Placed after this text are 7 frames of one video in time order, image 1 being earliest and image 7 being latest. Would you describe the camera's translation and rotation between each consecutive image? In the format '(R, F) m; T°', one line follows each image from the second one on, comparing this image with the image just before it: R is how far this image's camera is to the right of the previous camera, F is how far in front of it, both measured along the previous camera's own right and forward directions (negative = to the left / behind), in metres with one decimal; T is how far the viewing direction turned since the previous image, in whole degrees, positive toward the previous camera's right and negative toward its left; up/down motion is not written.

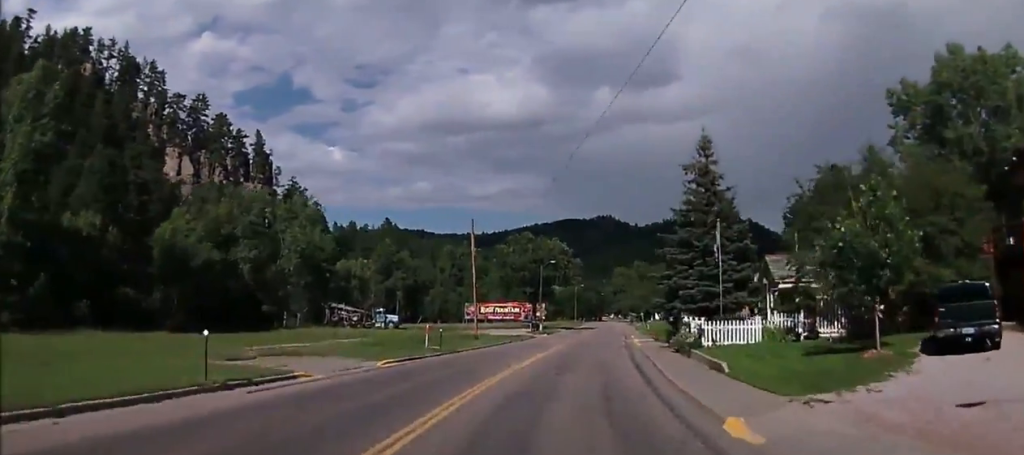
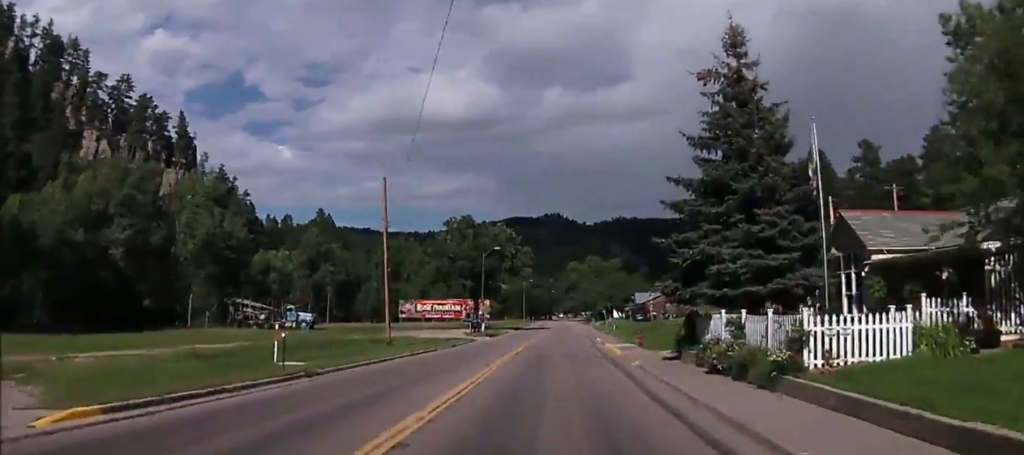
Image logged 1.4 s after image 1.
(+1.0, +16.1) m; +5°
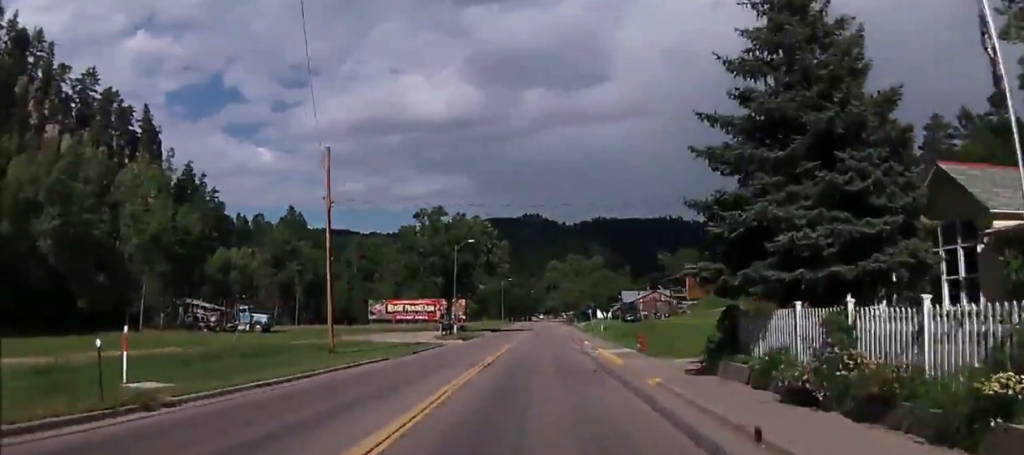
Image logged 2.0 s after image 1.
(+0.1, +7.4) m; +1°
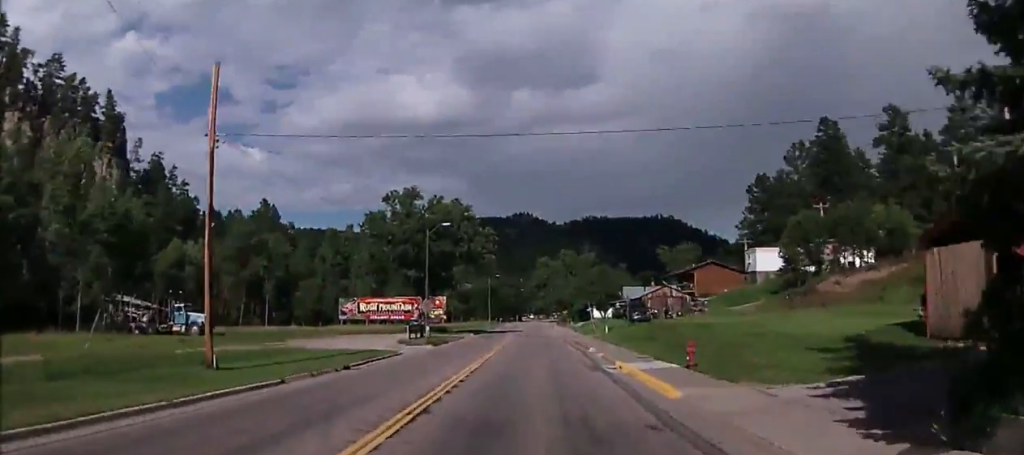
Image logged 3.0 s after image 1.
(+0.1, +12.1) m; +2°
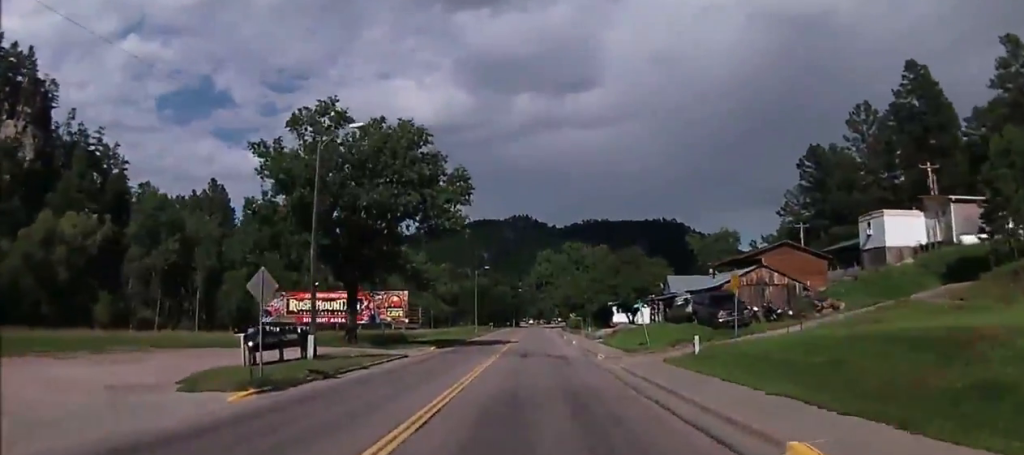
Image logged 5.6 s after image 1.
(+0.5, +29.5) m; -1°
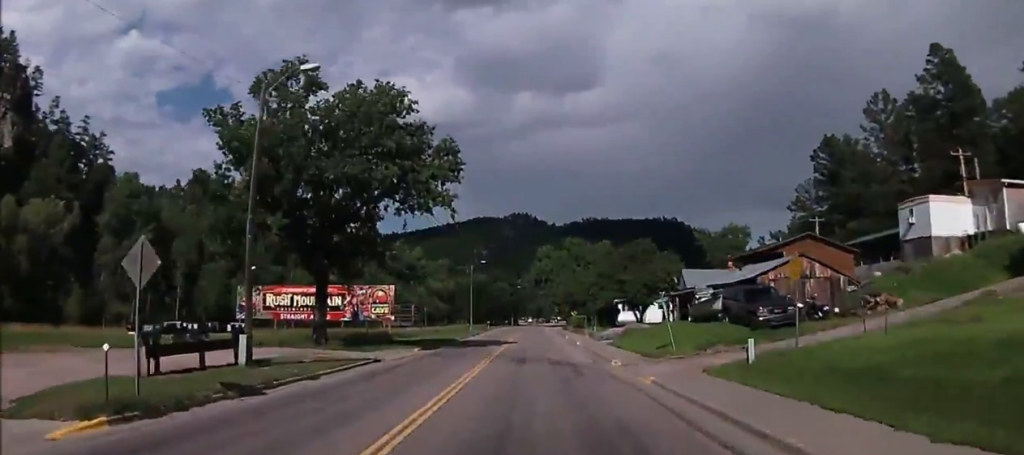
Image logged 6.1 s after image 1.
(0.0, +6.3) m; 0°
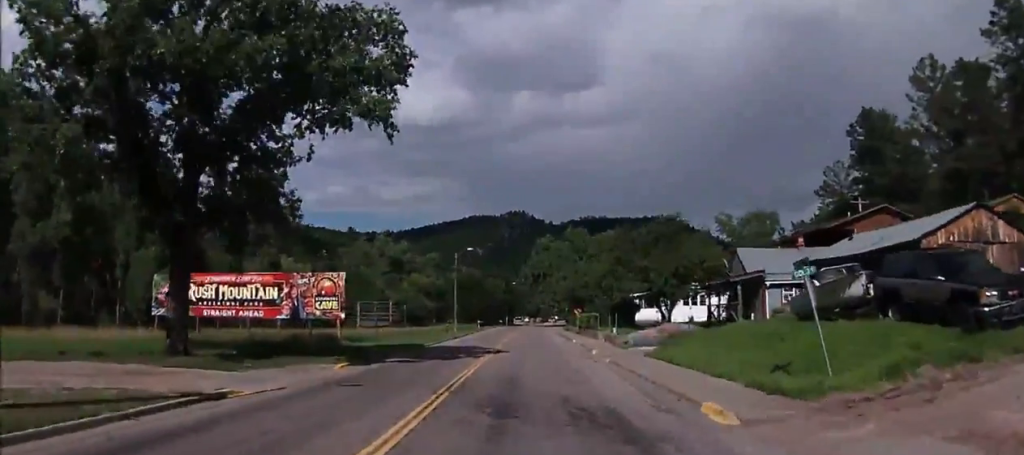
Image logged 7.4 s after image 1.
(0.0, +15.5) m; 0°
